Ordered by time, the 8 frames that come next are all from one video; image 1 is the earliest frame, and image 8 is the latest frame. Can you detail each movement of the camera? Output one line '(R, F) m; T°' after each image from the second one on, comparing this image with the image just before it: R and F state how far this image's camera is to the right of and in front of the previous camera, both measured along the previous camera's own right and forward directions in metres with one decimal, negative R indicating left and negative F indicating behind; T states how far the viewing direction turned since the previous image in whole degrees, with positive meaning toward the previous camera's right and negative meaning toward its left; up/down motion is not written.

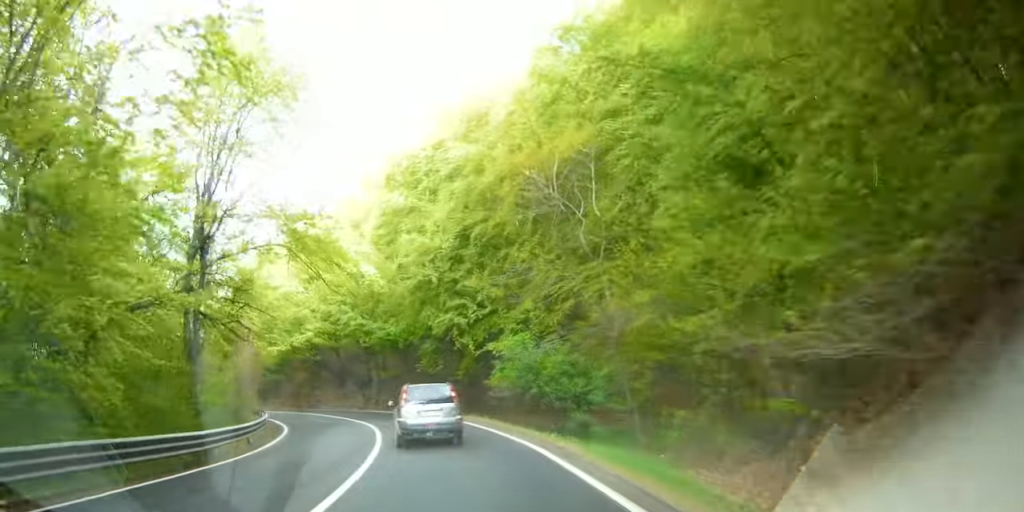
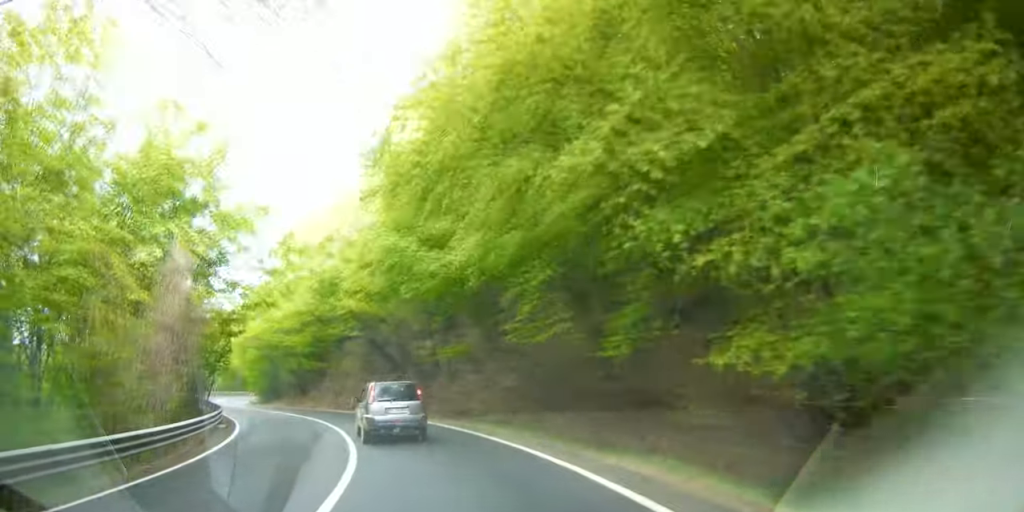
(+1.4, +19.3) m; +6°
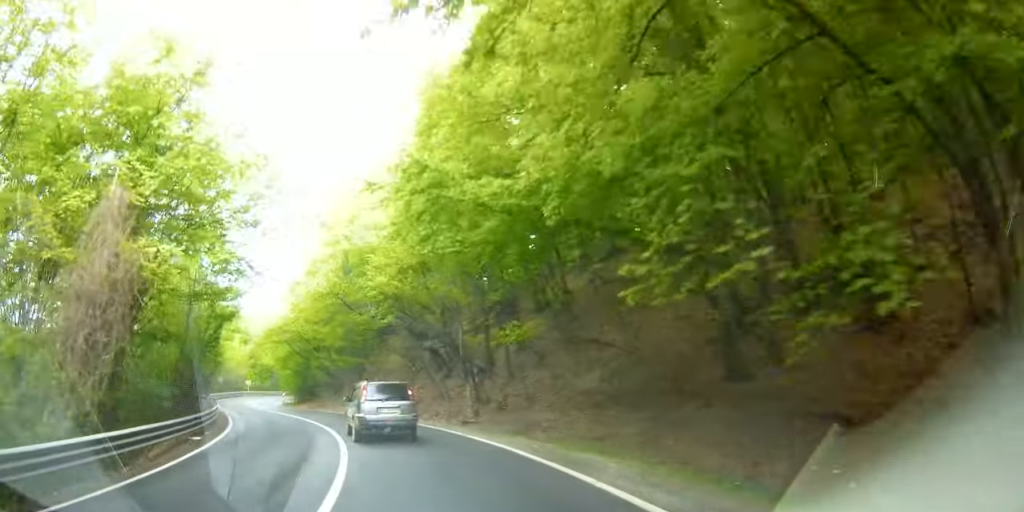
(+0.1, +7.7) m; +1°
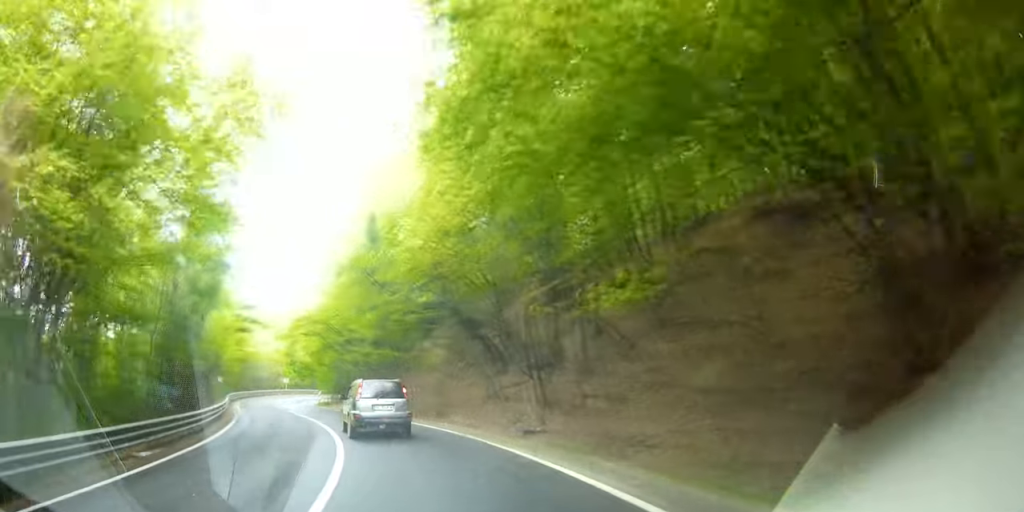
(0.0, +6.4) m; 0°
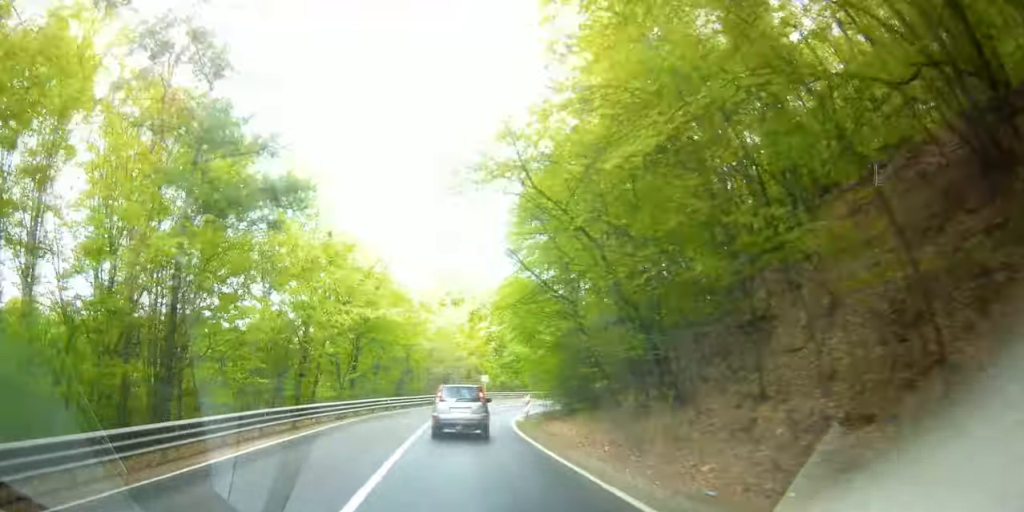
(-2.5, +27.6) m; -14°
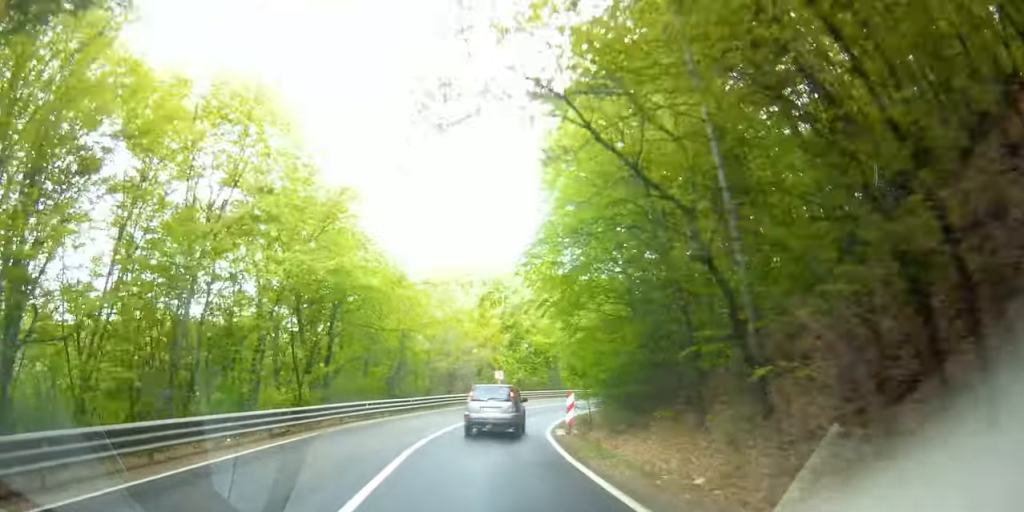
(-0.5, +8.7) m; -3°
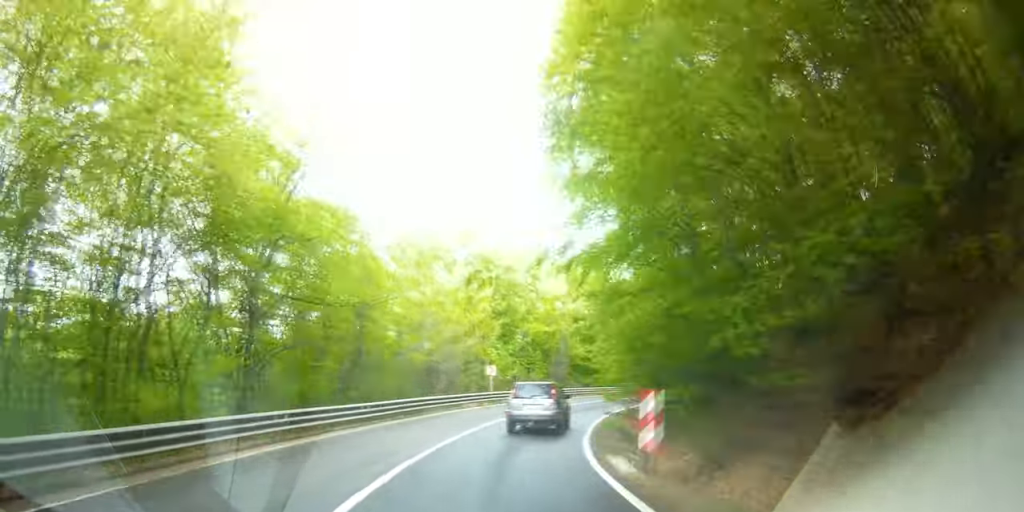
(-0.1, +7.9) m; -1°
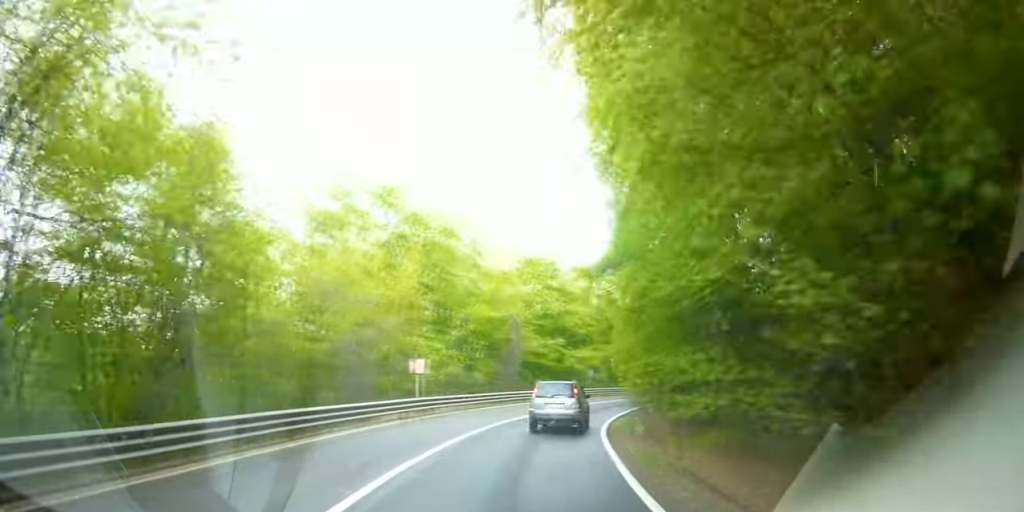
(0.0, +8.9) m; -3°
